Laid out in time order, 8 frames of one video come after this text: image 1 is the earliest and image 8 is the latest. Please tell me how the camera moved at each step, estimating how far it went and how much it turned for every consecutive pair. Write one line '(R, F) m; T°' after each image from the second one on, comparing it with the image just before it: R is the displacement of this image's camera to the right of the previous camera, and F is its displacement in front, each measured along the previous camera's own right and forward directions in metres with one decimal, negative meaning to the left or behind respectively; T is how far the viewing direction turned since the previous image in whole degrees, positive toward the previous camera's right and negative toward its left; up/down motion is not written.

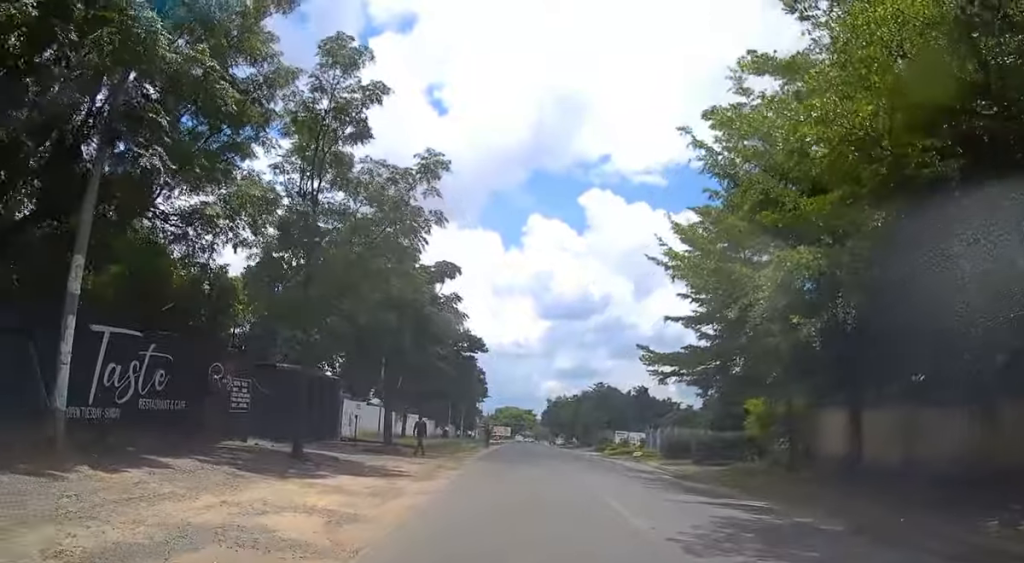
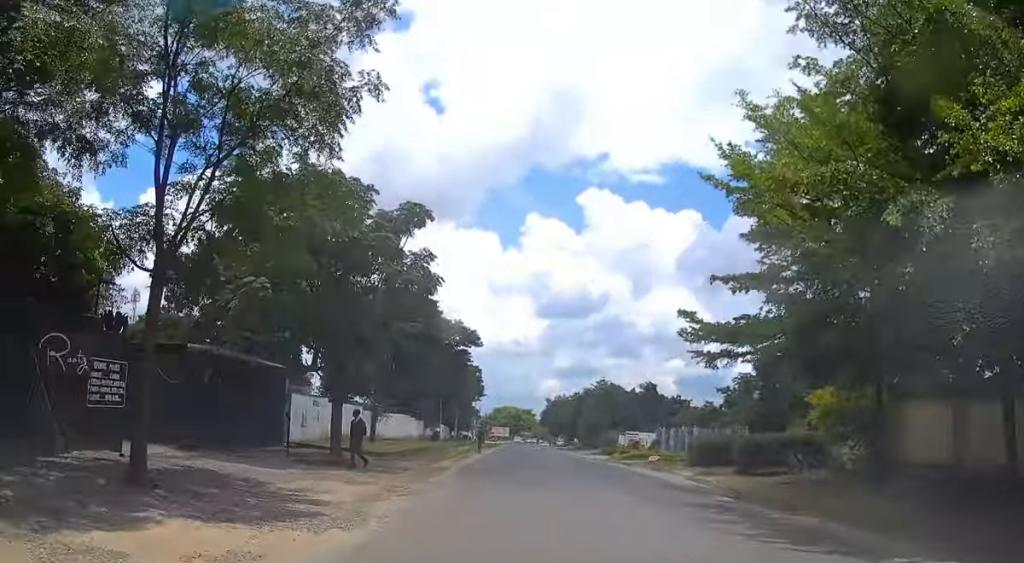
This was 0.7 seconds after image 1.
(+0.3, +7.4) m; +1°
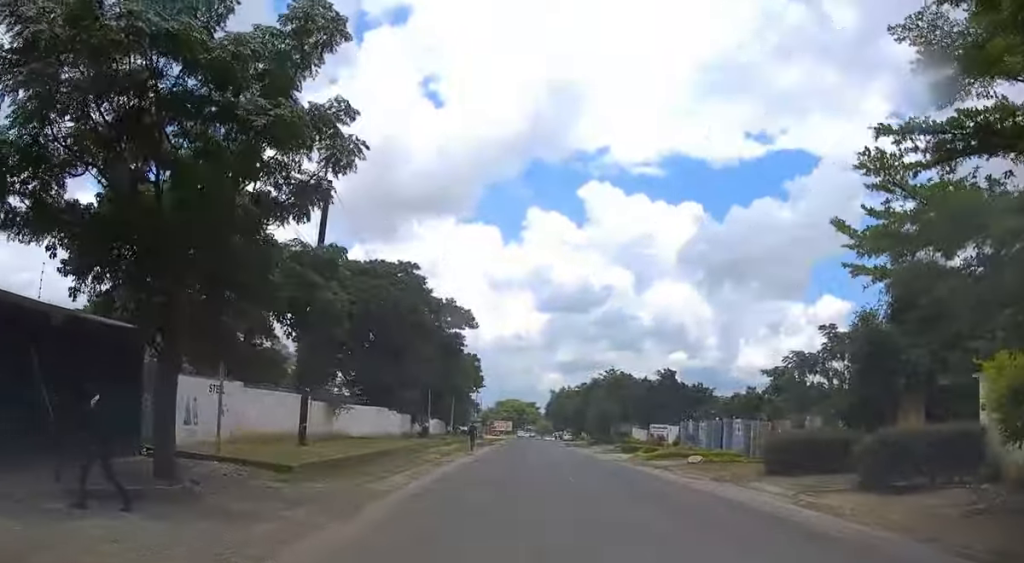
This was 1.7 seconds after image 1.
(-0.2, +10.3) m; -3°
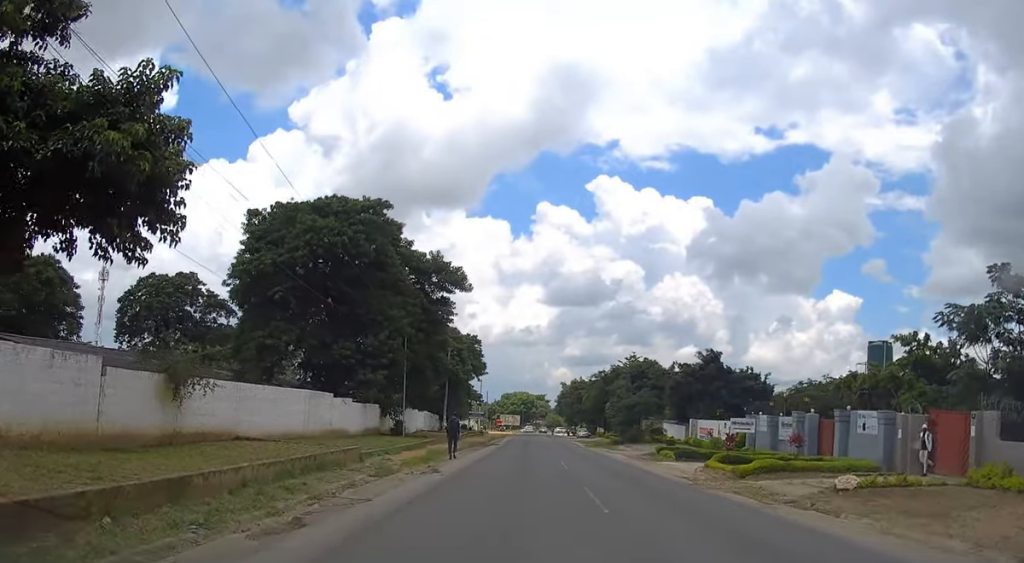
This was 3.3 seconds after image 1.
(-0.4, +16.2) m; -1°
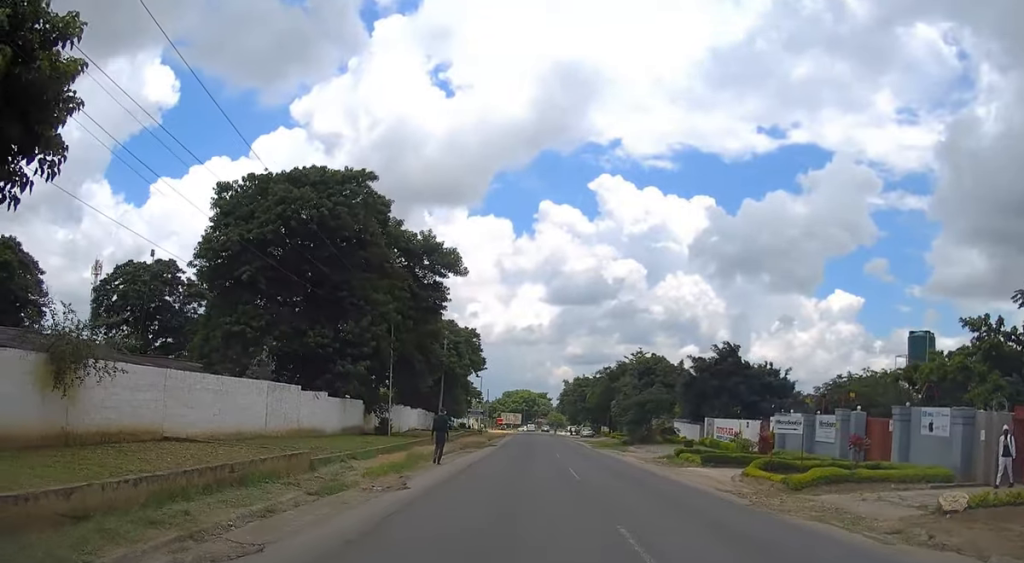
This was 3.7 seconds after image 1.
(0.0, +5.1) m; 0°
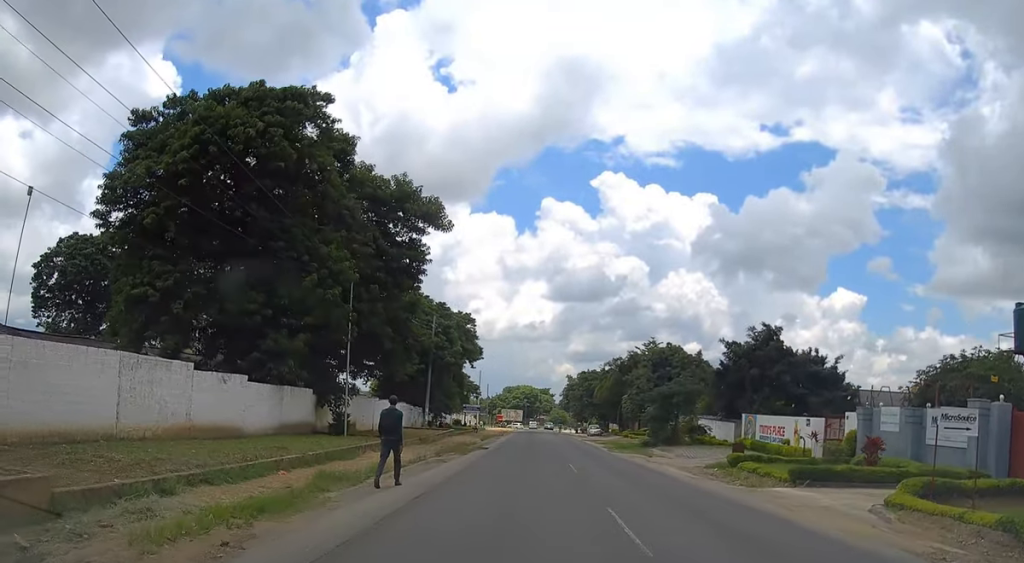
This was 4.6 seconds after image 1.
(+0.2, +10.2) m; +1°
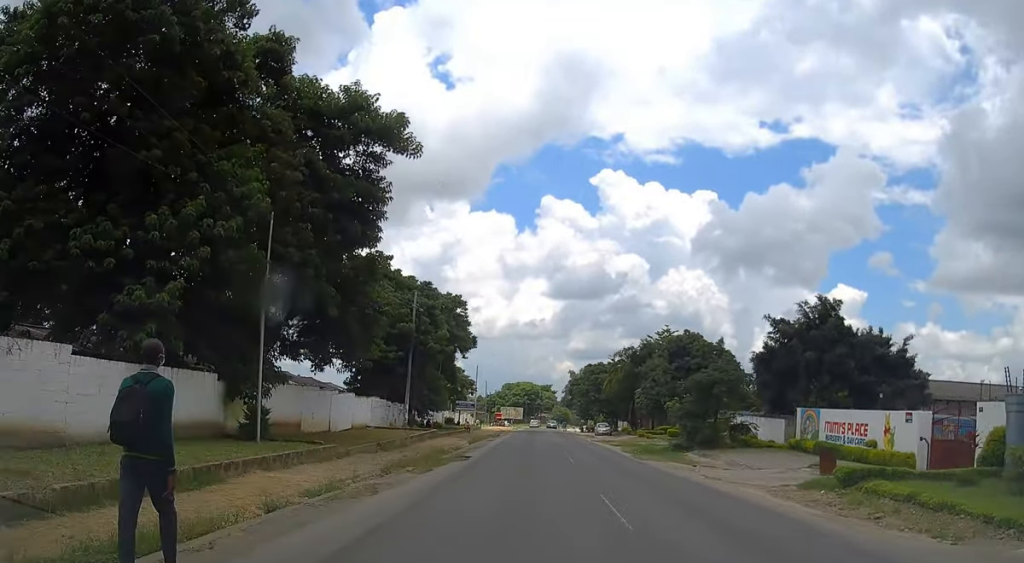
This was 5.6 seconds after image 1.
(0.0, +10.4) m; 0°
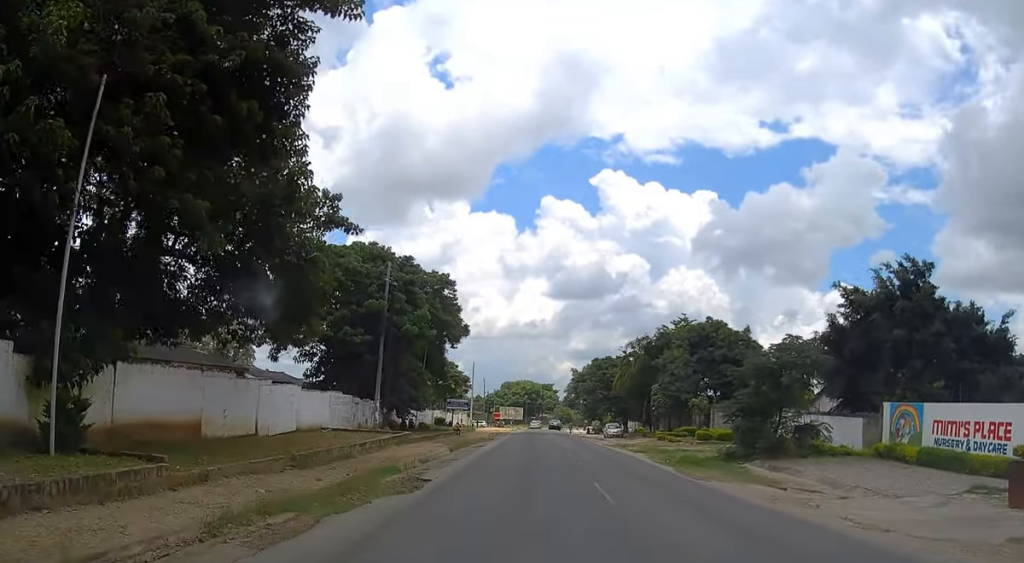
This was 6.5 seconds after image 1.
(-0.1, +10.2) m; 0°
